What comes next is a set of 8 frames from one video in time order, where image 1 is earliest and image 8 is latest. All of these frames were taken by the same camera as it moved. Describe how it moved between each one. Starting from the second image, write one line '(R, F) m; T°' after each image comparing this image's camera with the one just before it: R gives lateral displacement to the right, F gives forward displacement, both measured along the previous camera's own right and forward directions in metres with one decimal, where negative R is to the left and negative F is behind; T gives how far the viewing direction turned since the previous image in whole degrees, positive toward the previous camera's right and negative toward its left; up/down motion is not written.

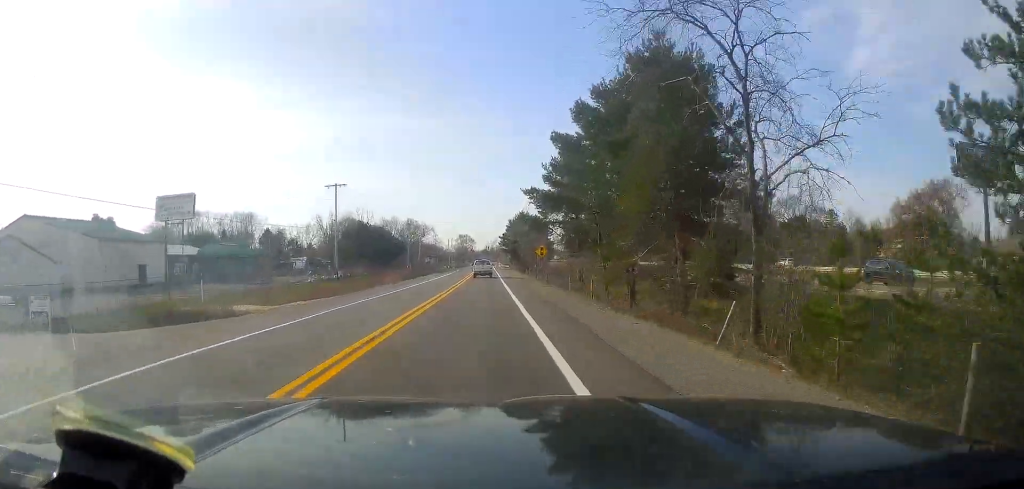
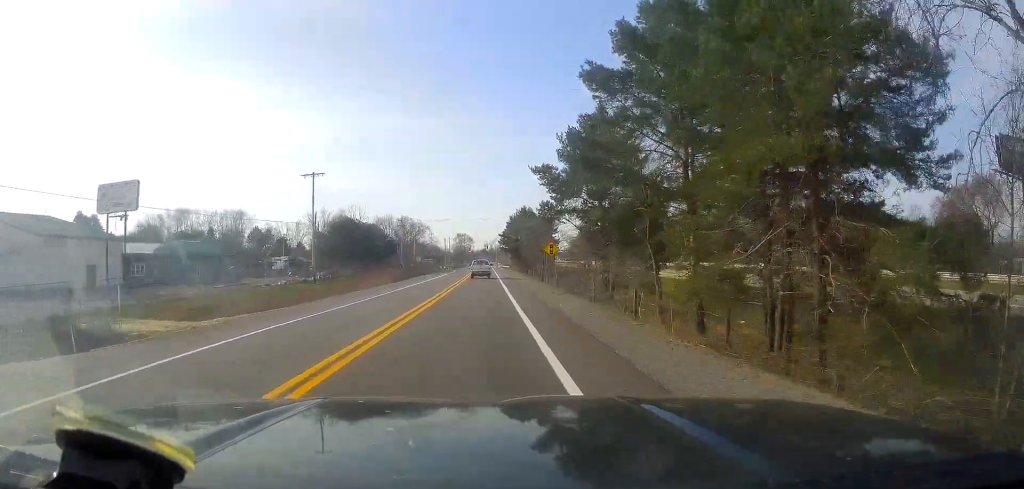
(0.0, +10.2) m; 0°
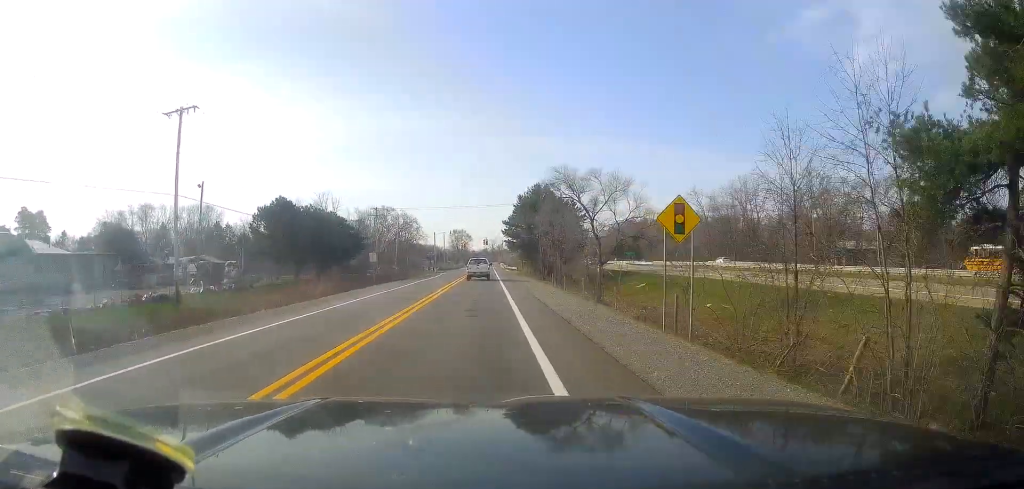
(+0.2, +32.6) m; +1°
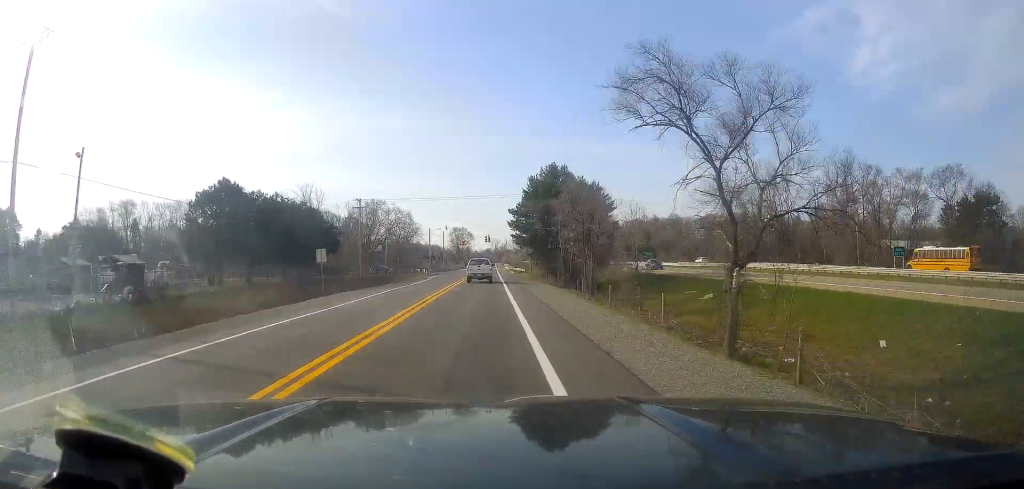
(-0.1, +16.5) m; -1°
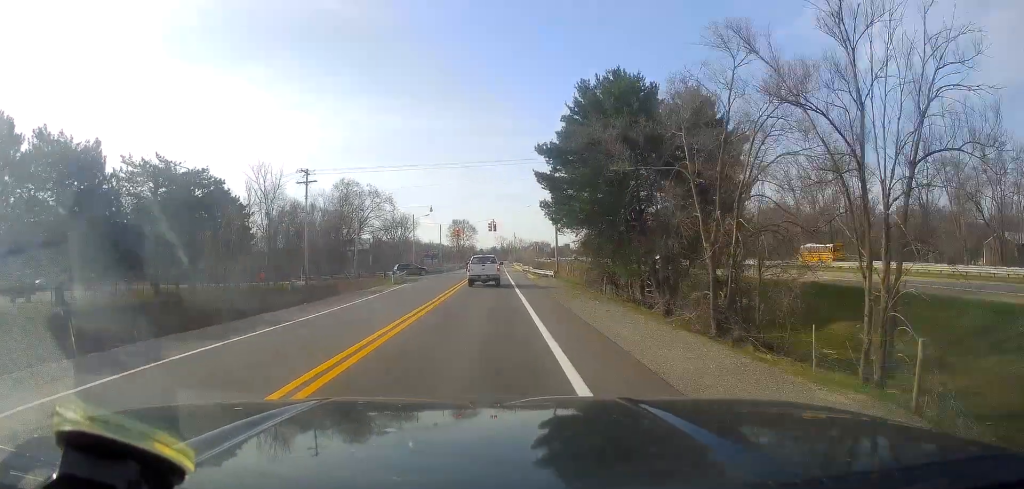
(+0.2, +30.6) m; +2°
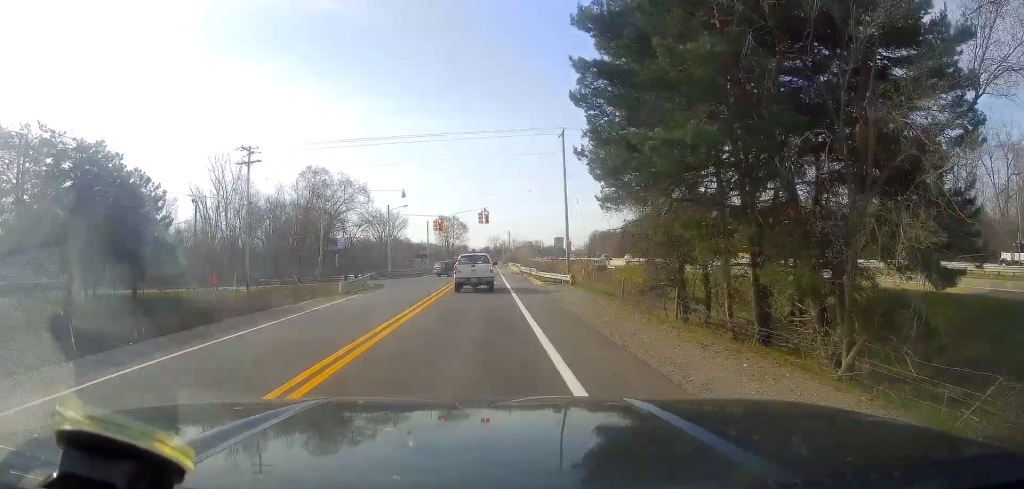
(-0.2, +14.6) m; -3°
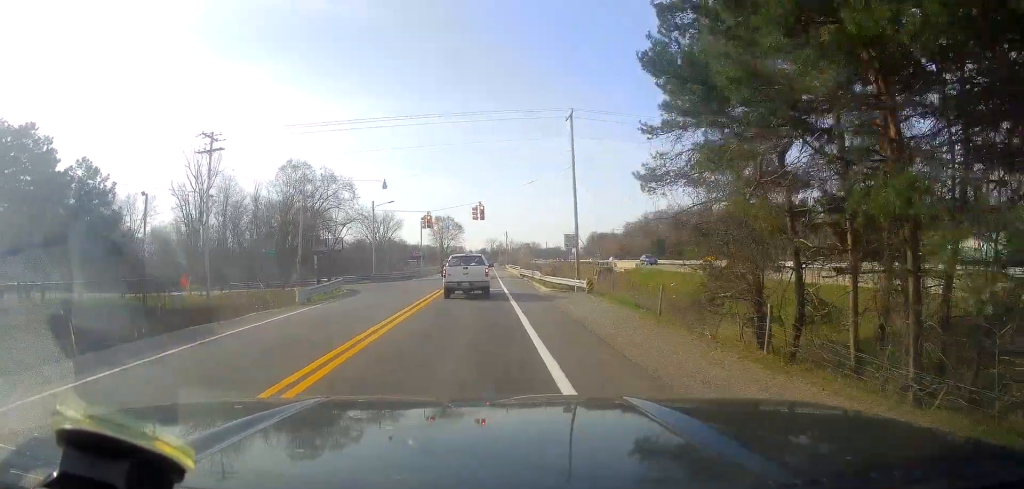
(-0.3, +7.1) m; -1°
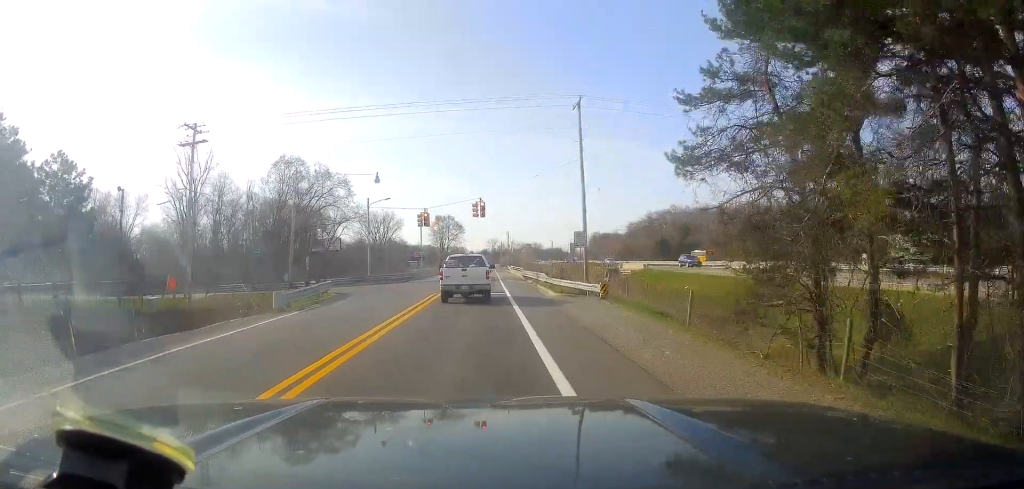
(+0.1, +2.9) m; 0°
